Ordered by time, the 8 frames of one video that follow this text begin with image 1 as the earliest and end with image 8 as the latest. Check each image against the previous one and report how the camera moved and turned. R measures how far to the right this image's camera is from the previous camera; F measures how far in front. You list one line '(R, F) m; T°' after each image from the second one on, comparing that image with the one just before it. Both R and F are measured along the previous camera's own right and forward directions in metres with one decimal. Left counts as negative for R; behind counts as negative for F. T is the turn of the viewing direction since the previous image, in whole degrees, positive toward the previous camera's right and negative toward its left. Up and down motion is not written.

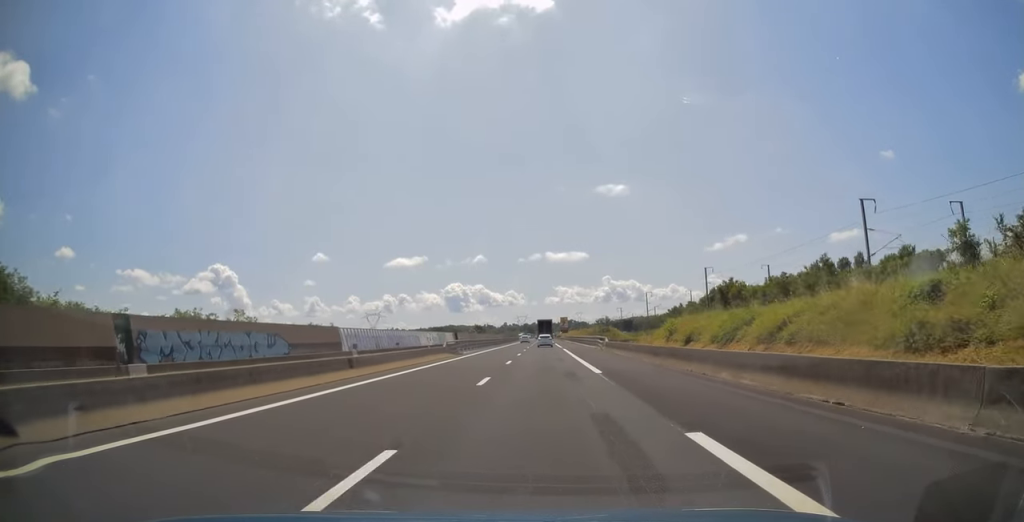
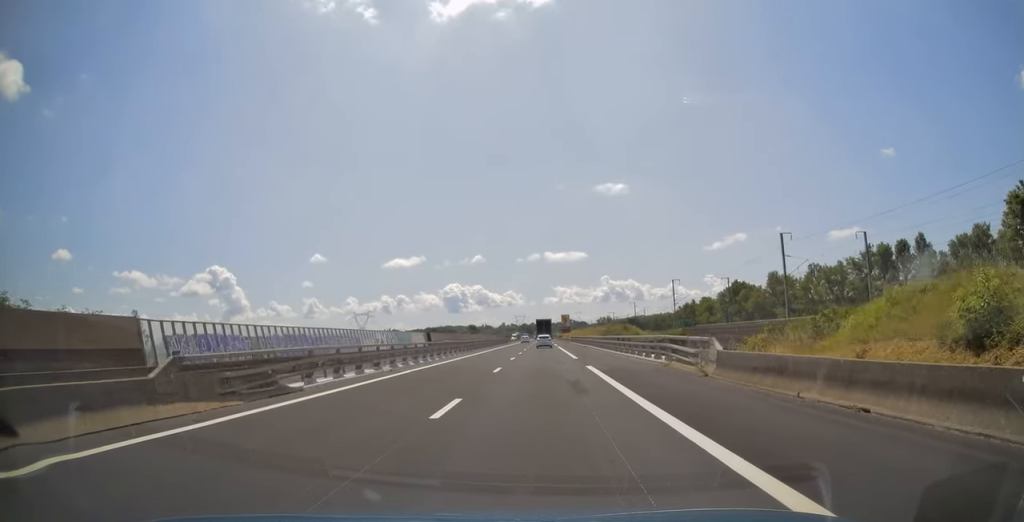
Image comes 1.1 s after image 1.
(+0.2, +31.9) m; +1°
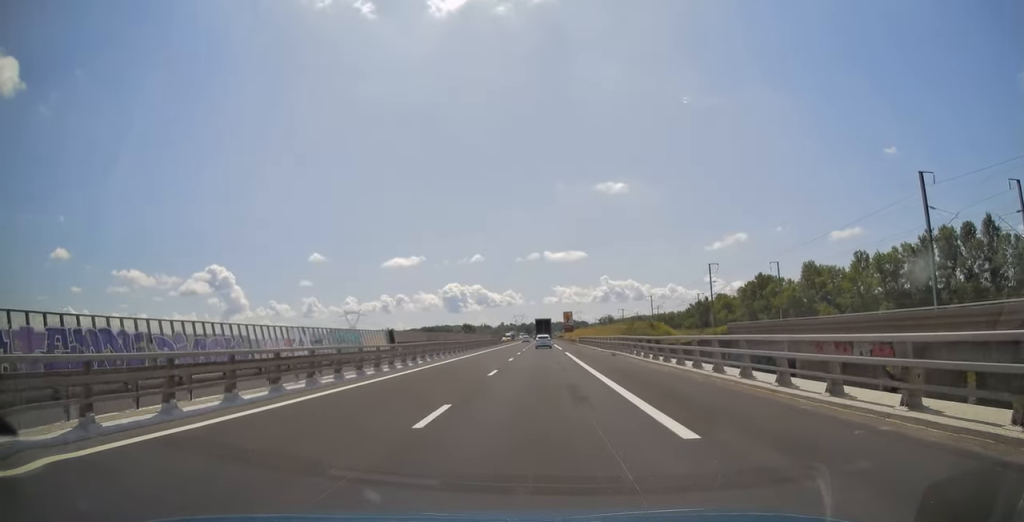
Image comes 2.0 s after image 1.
(+0.1, +26.4) m; +1°
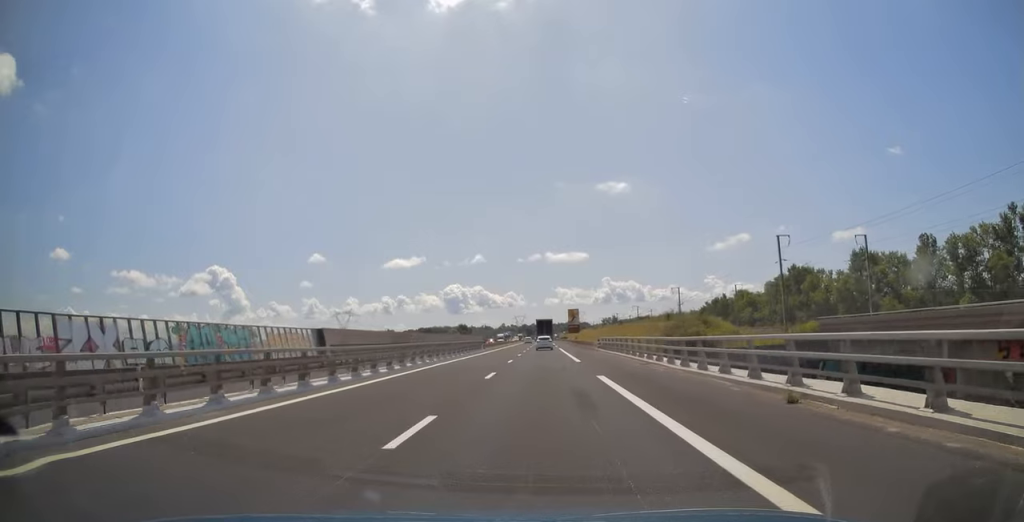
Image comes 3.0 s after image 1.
(+0.5, +27.1) m; 0°
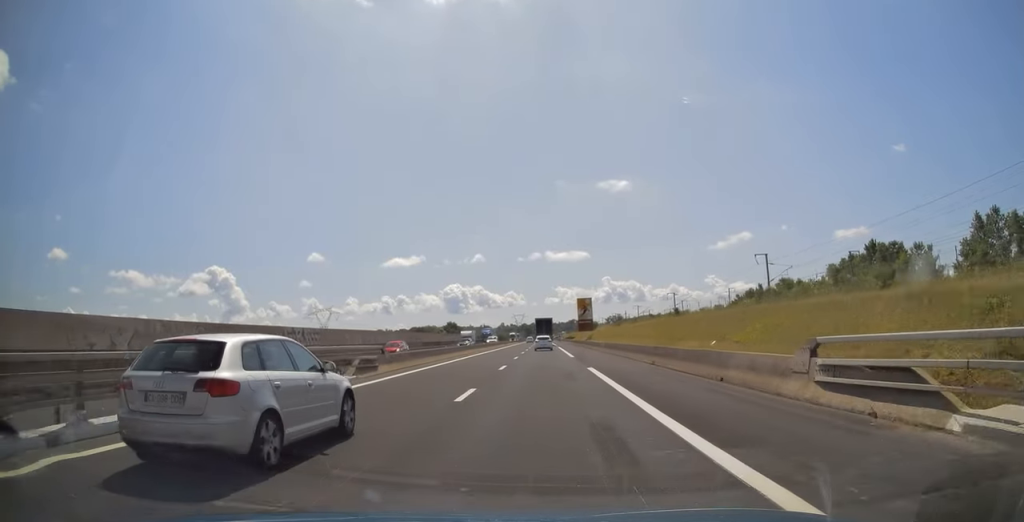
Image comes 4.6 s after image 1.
(-0.8, +45.2) m; 0°
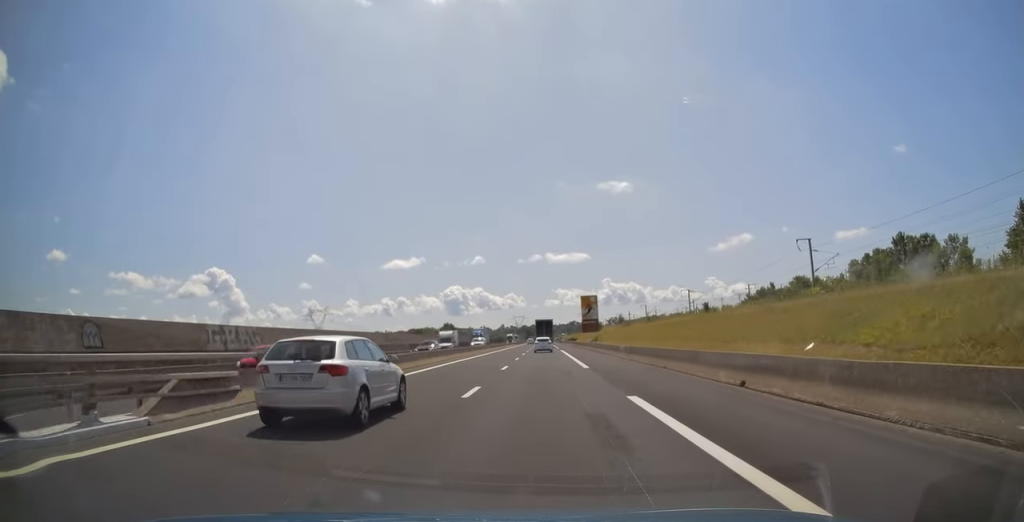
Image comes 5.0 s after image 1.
(+0.1, +11.7) m; 0°
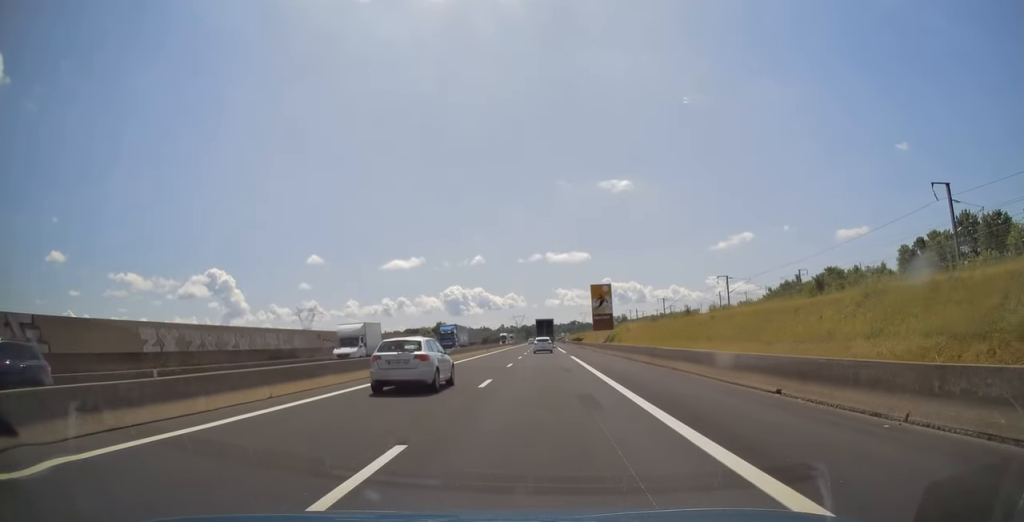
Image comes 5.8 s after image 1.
(0.0, +22.0) m; 0°
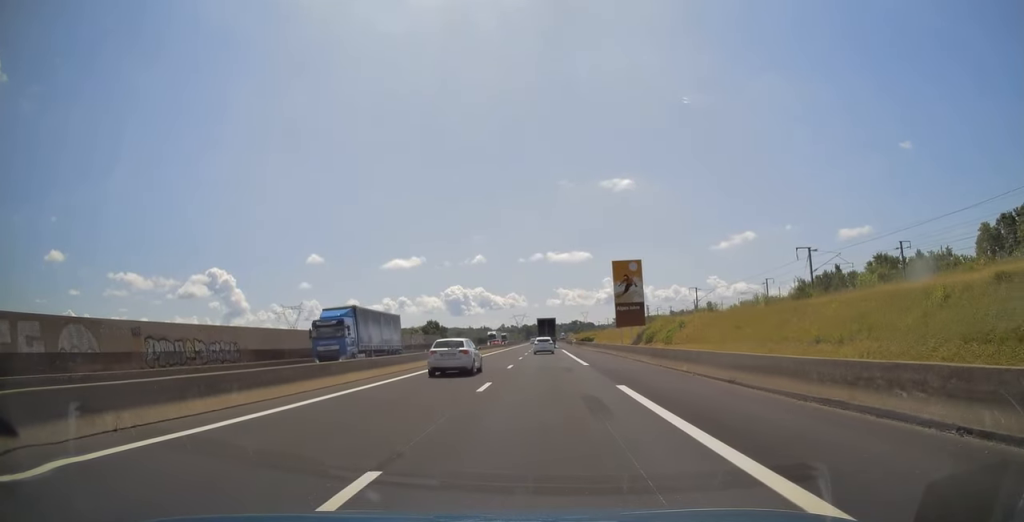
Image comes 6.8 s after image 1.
(-0.1, +26.4) m; 0°
